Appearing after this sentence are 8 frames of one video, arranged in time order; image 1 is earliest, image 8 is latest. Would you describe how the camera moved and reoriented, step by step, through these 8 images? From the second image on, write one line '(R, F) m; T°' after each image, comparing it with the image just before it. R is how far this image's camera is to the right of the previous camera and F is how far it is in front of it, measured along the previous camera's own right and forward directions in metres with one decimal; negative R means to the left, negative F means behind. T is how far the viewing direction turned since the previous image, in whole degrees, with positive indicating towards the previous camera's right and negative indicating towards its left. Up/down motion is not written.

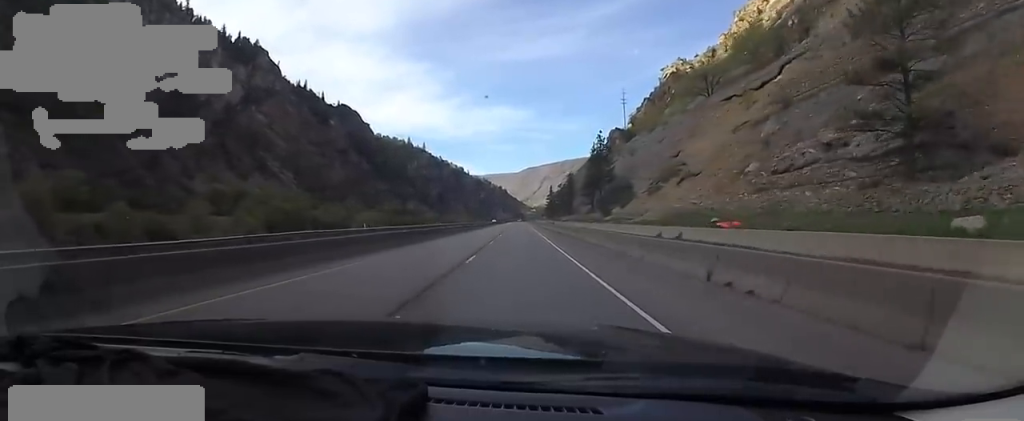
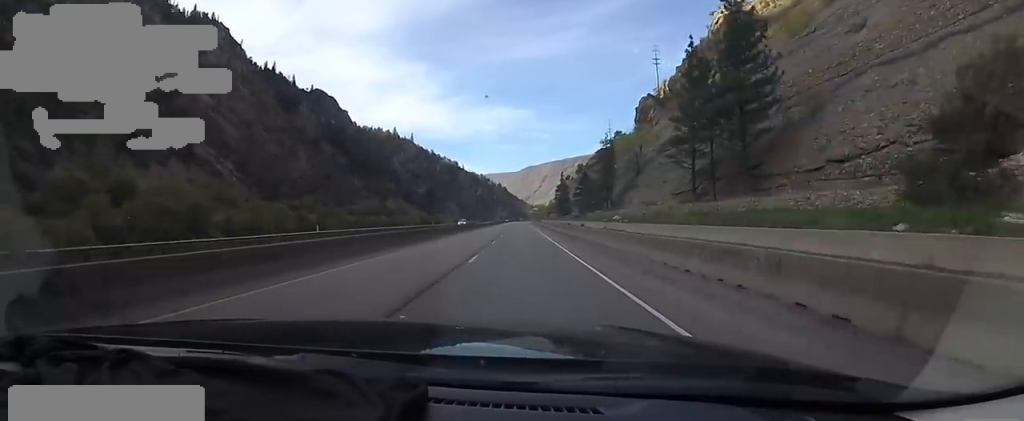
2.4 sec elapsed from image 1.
(+0.3, +60.9) m; +1°
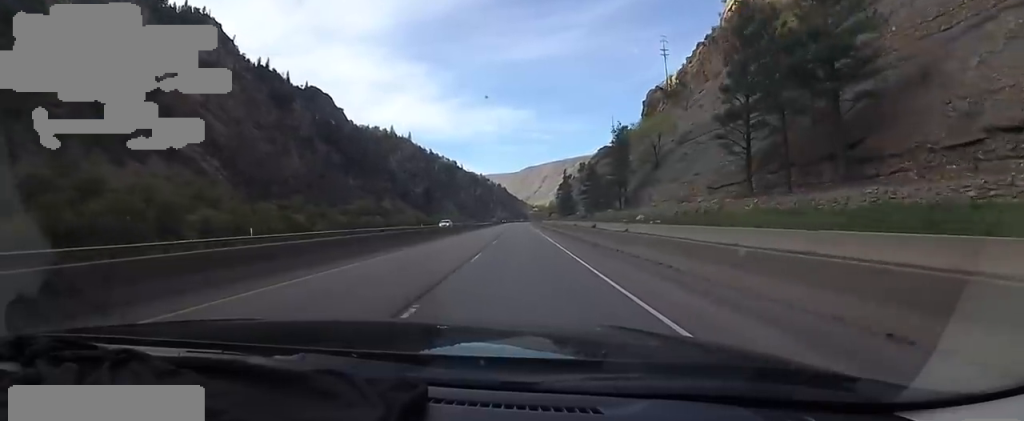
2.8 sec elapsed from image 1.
(+0.2, +11.0) m; +1°
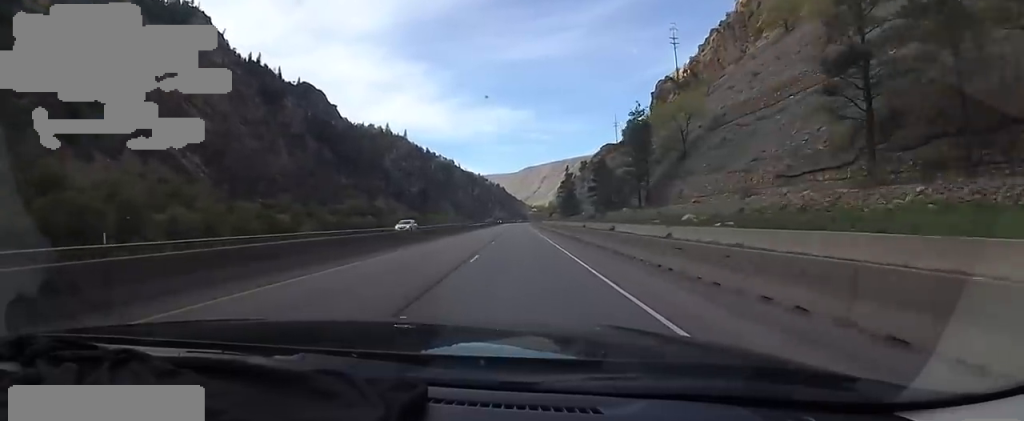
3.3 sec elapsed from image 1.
(0.0, +12.7) m; +1°
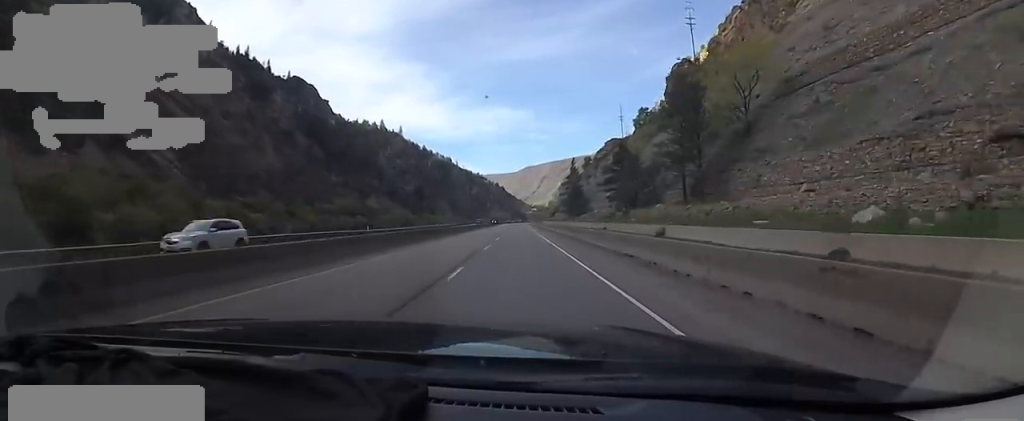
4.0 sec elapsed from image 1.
(+0.3, +17.2) m; -1°
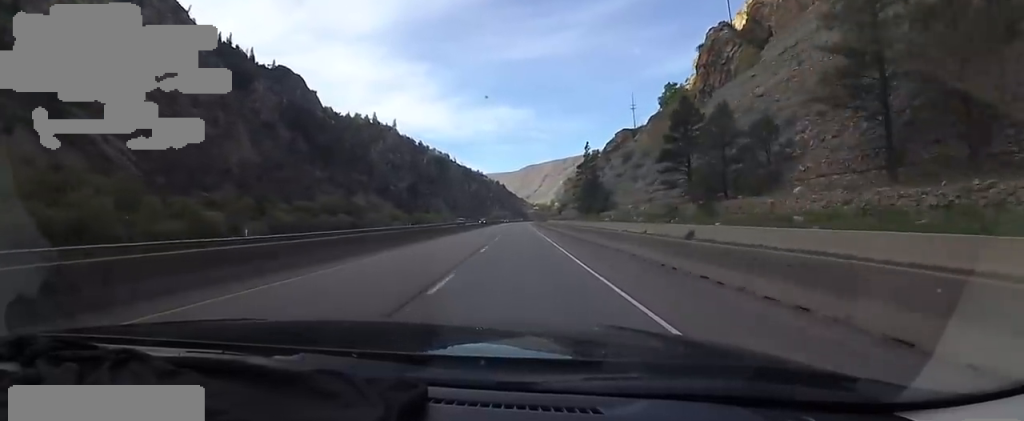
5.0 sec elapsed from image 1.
(-0.6, +26.6) m; -1°
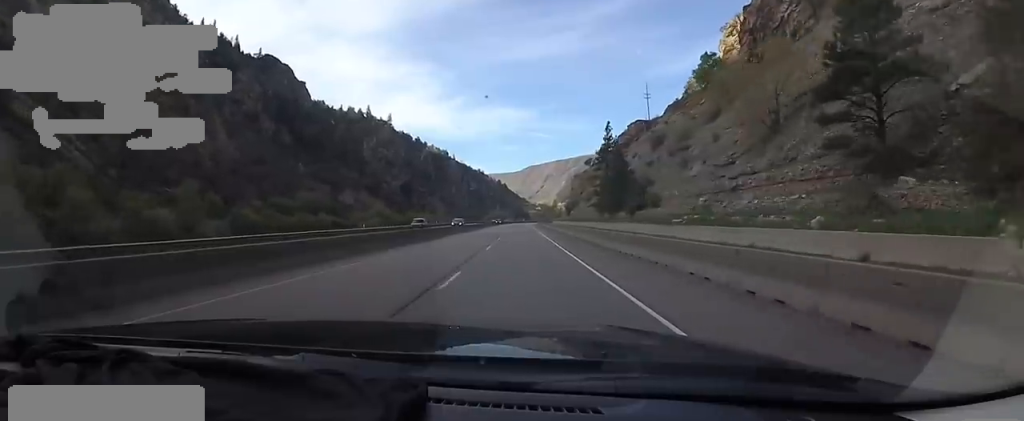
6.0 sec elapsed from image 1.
(0.0, +23.7) m; 0°
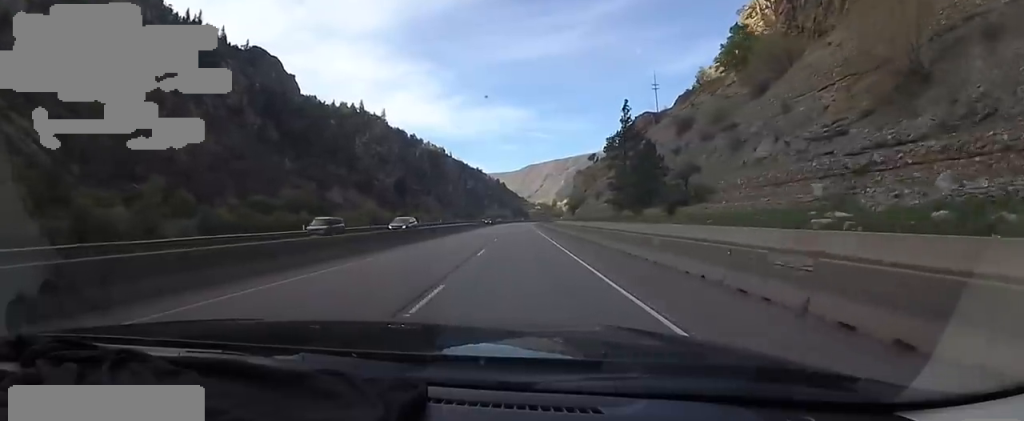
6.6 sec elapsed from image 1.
(+0.1, +15.2) m; 0°
